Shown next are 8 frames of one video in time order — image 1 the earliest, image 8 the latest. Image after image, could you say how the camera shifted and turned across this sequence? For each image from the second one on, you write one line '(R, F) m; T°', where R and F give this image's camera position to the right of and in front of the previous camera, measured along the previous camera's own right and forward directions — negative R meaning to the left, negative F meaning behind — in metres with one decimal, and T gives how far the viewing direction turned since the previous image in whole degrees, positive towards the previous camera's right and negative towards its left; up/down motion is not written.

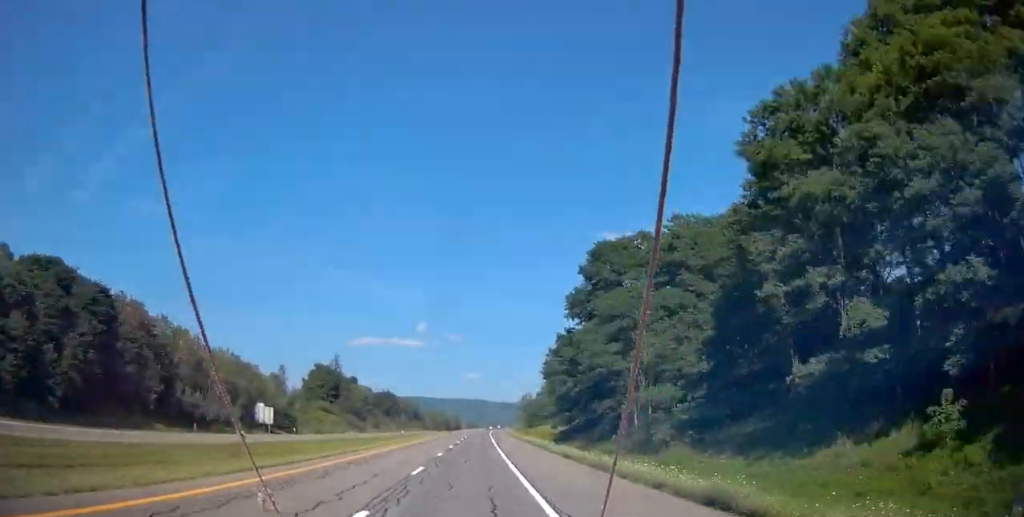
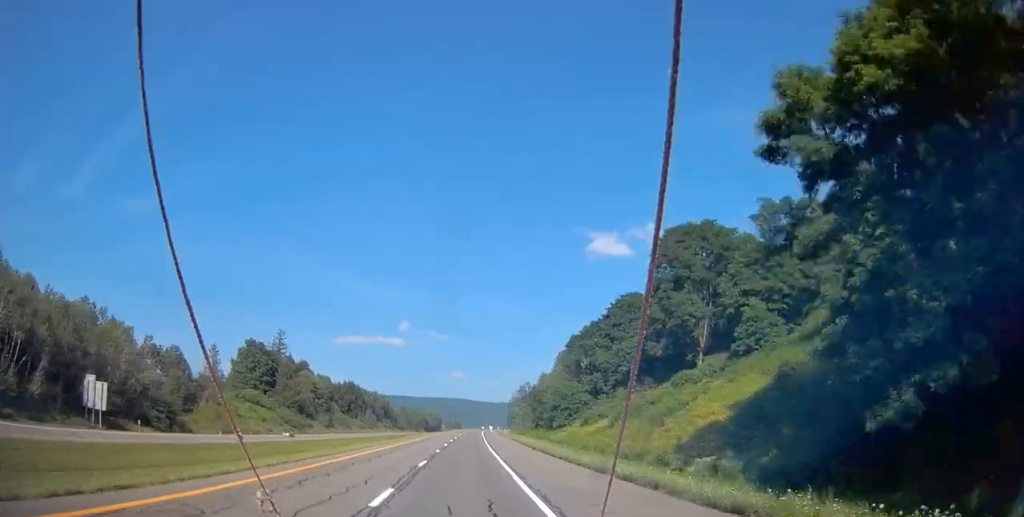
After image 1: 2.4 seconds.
(+0.9, +79.7) m; +1°
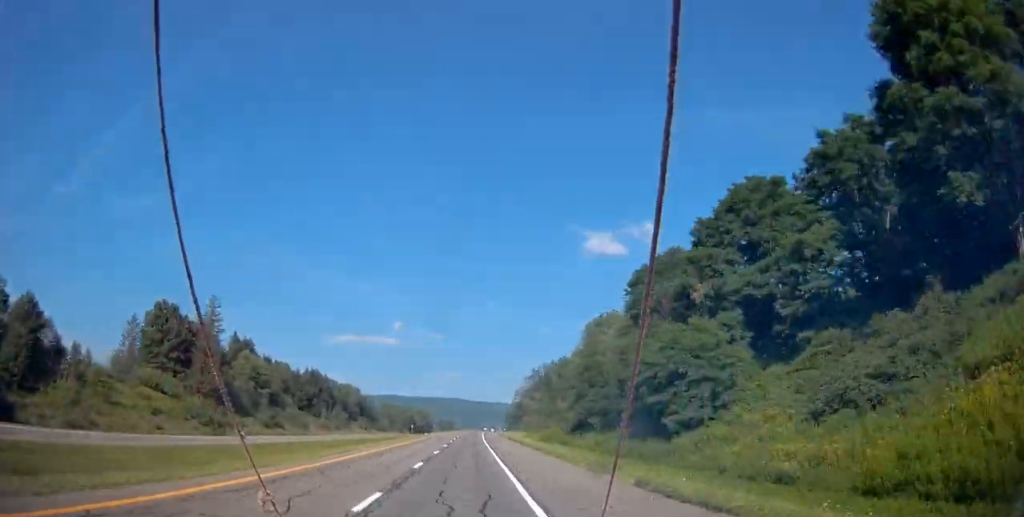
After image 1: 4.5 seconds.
(+0.6, +67.5) m; +1°
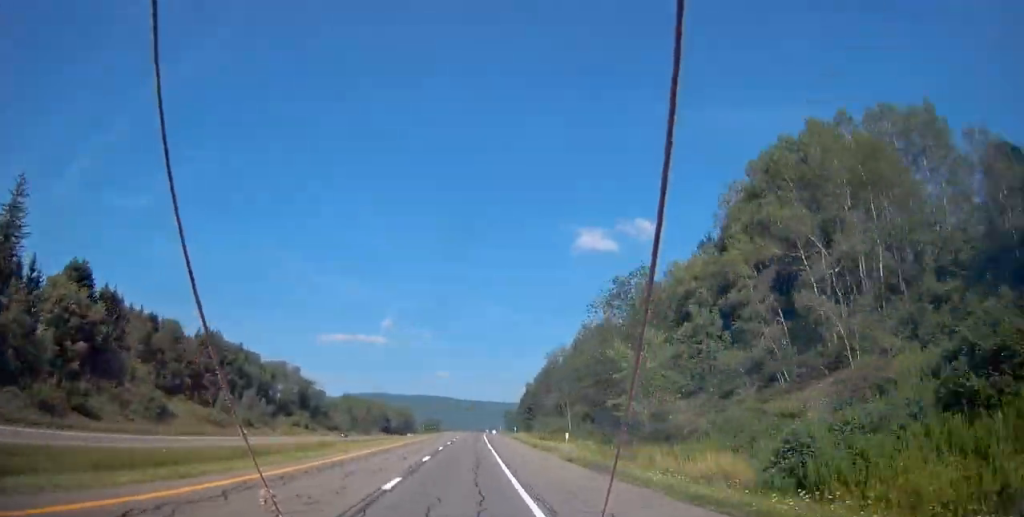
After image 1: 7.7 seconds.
(+1.1, +97.1) m; +1°
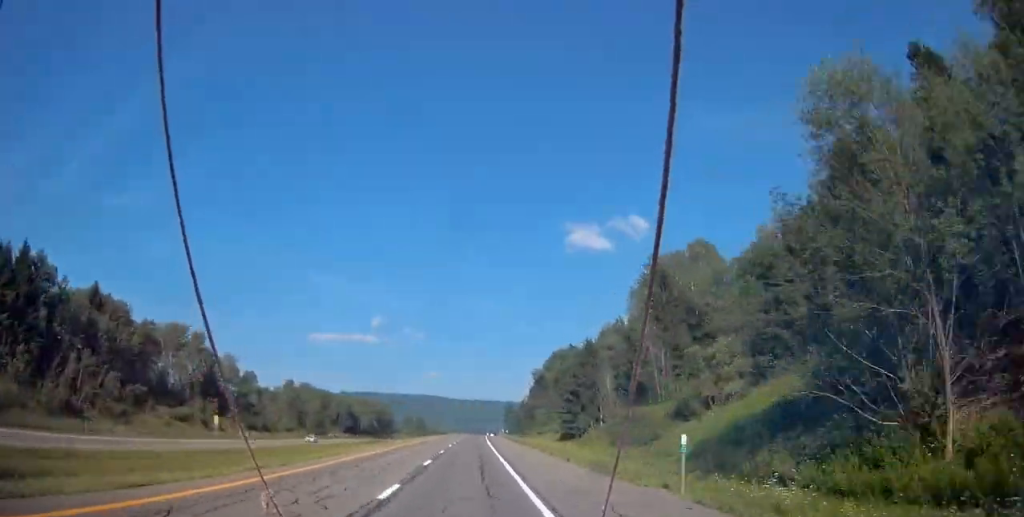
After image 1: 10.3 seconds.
(+0.9, +74.0) m; +1°
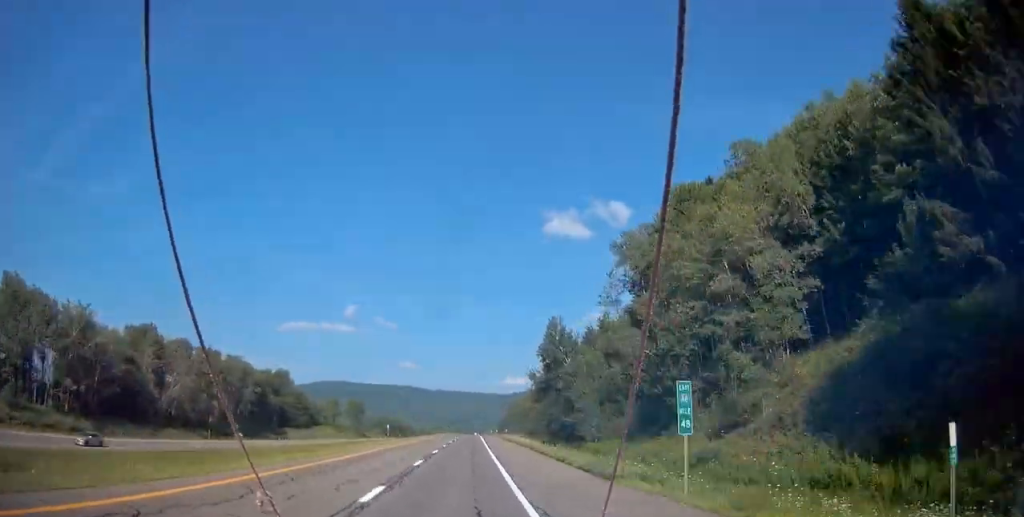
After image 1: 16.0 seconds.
(+2.4, +158.2) m; +2°
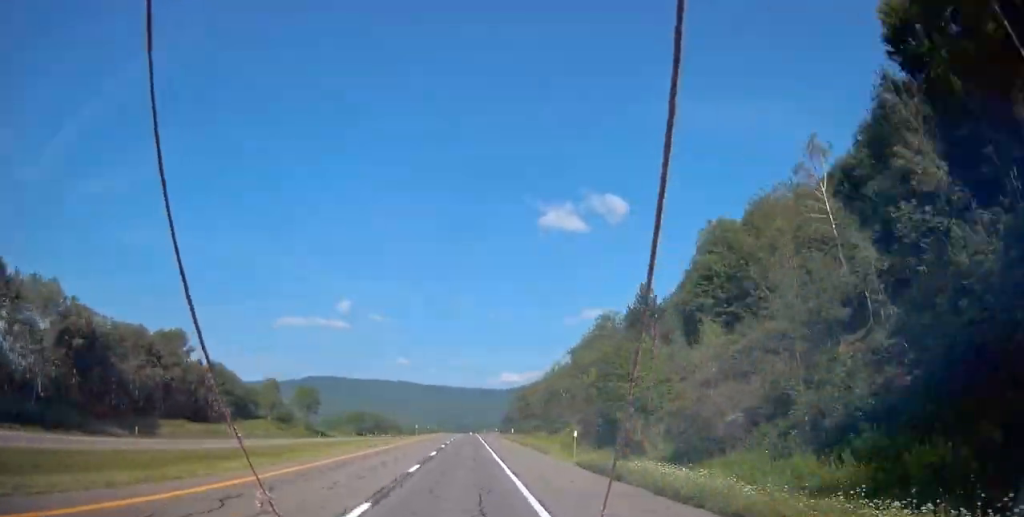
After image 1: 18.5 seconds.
(+0.7, +60.8) m; +1°
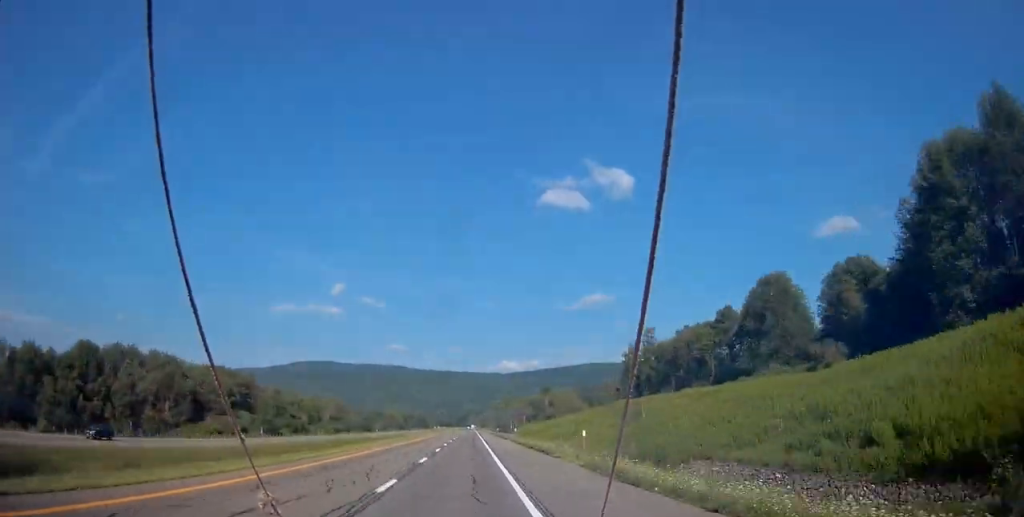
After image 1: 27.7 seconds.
(+1.5, +307.0) m; 0°
